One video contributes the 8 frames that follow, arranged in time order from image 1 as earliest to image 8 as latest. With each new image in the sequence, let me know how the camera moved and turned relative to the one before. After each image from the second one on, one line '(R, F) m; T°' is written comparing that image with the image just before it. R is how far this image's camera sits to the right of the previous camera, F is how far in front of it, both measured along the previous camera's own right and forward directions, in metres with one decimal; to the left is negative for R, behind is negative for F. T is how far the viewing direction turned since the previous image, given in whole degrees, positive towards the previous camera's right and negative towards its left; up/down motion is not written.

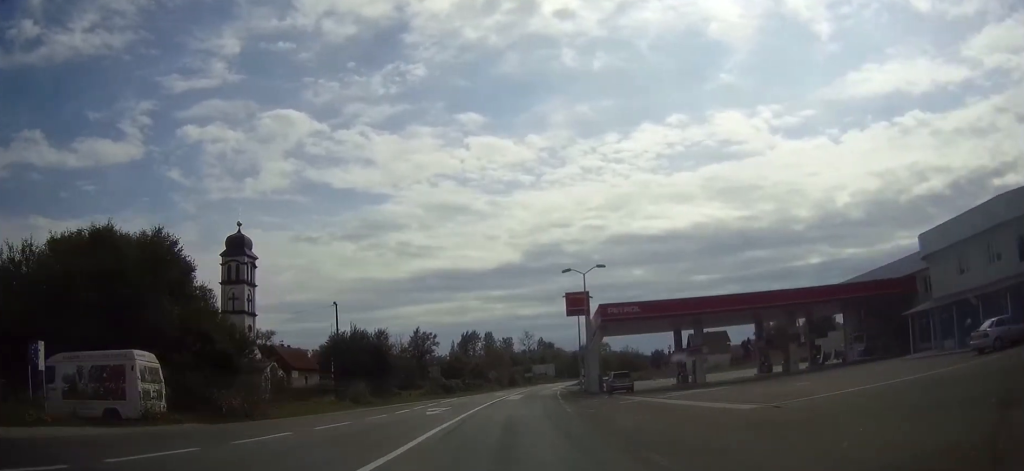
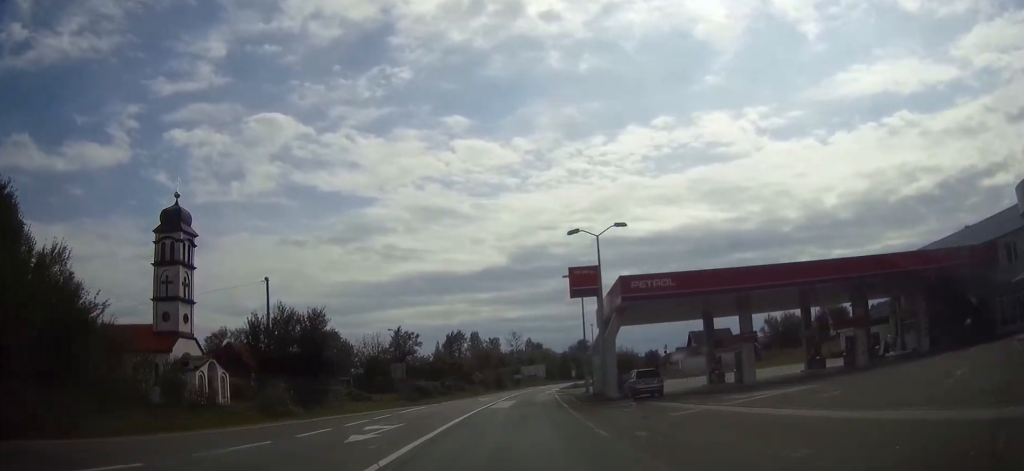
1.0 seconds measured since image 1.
(+0.1, +13.0) m; +2°
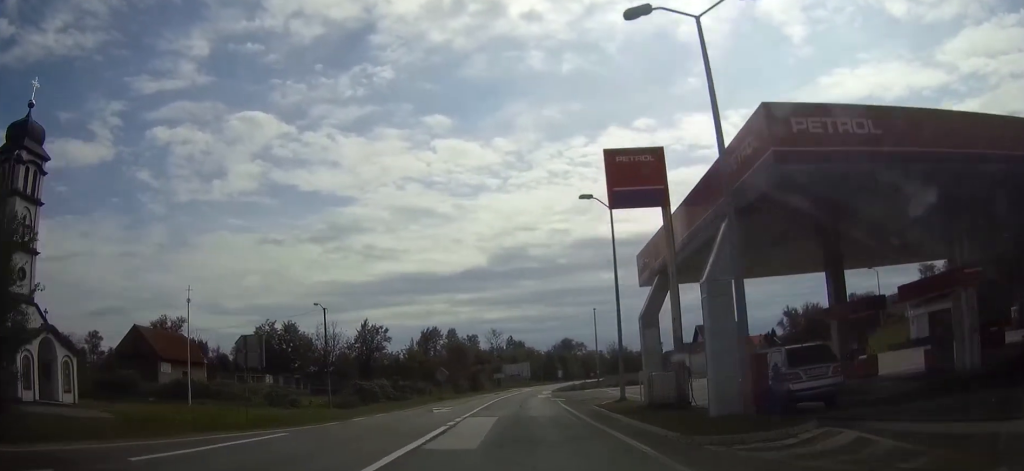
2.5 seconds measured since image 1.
(+0.6, +21.5) m; +2°
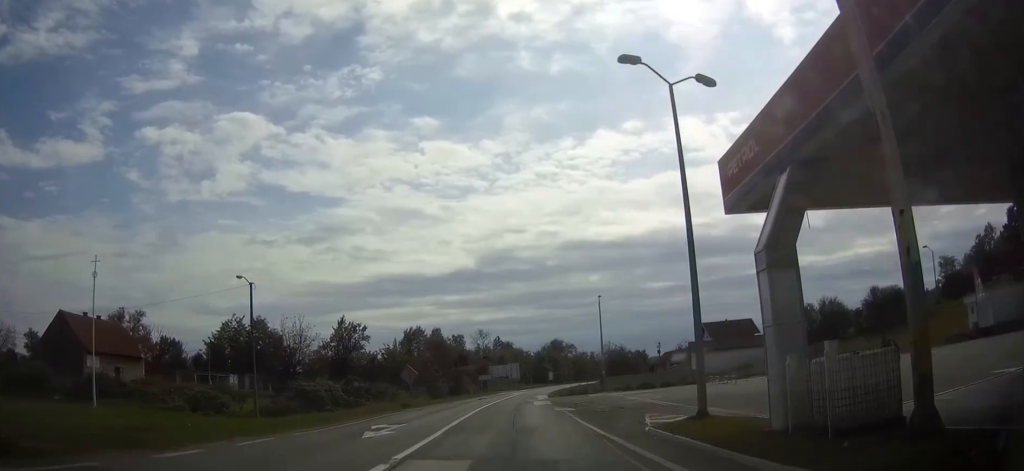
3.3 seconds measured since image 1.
(0.0, +13.3) m; +1°
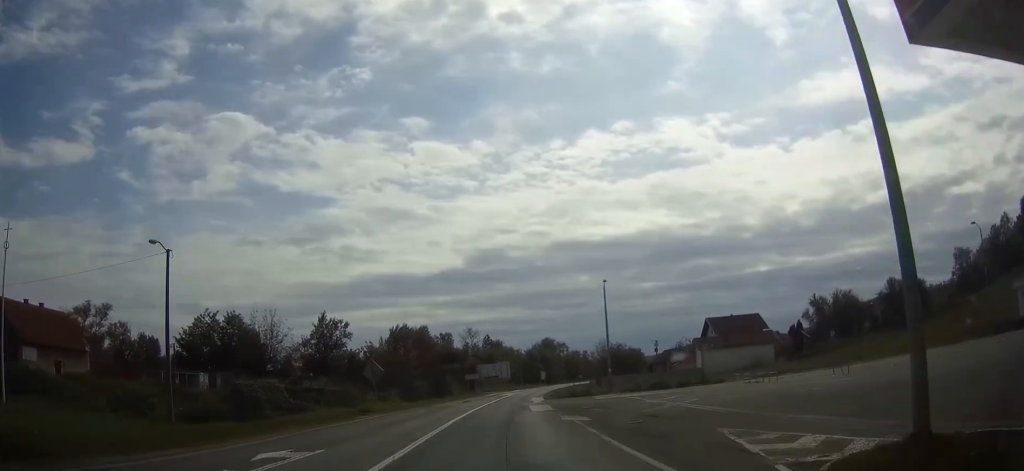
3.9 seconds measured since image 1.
(+0.1, +9.3) m; +1°
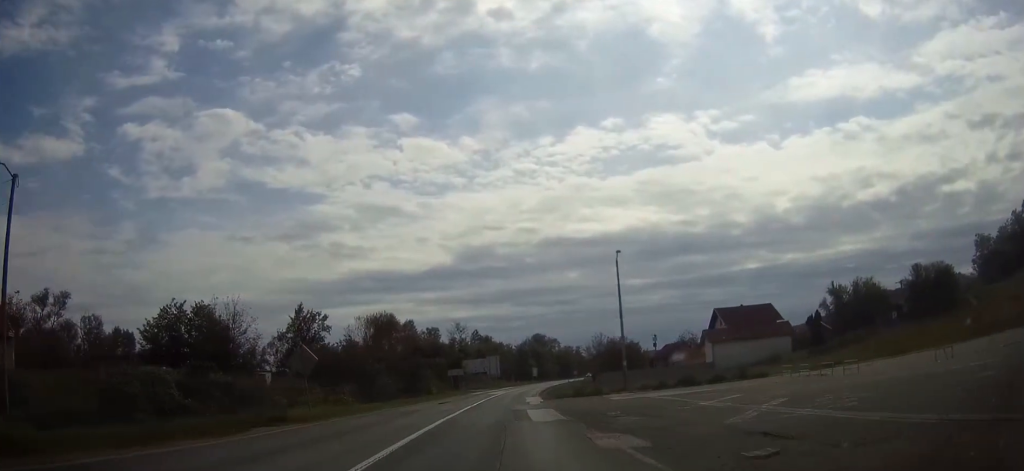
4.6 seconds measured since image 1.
(+0.1, +10.9) m; +1°
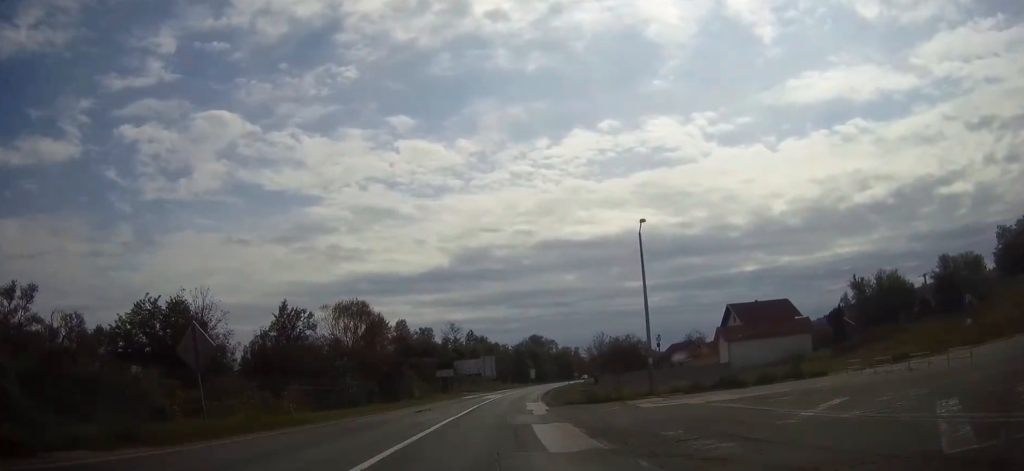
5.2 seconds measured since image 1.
(+0.1, +8.8) m; 0°
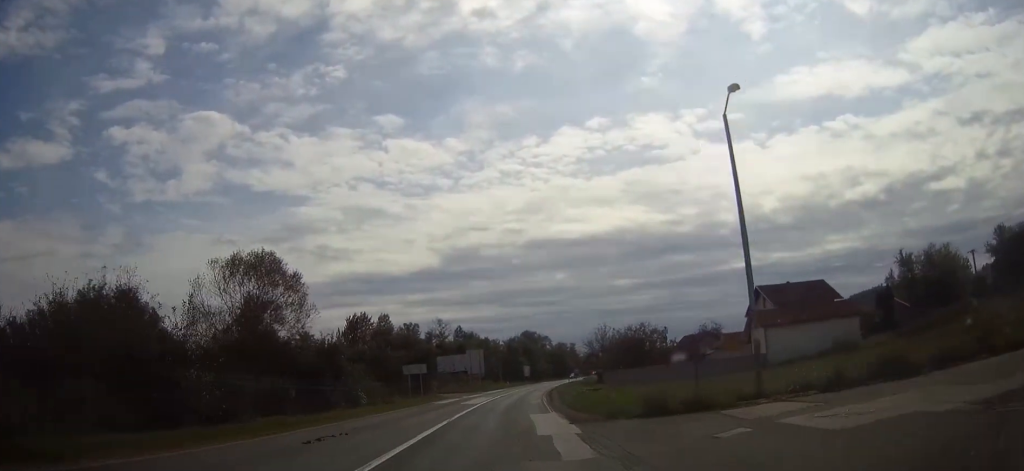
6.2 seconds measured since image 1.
(0.0, +15.9) m; 0°
